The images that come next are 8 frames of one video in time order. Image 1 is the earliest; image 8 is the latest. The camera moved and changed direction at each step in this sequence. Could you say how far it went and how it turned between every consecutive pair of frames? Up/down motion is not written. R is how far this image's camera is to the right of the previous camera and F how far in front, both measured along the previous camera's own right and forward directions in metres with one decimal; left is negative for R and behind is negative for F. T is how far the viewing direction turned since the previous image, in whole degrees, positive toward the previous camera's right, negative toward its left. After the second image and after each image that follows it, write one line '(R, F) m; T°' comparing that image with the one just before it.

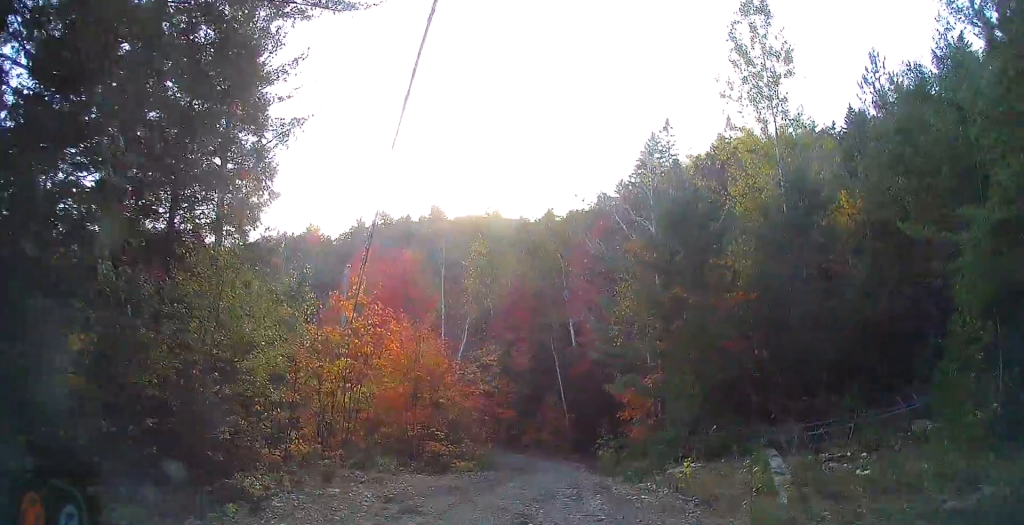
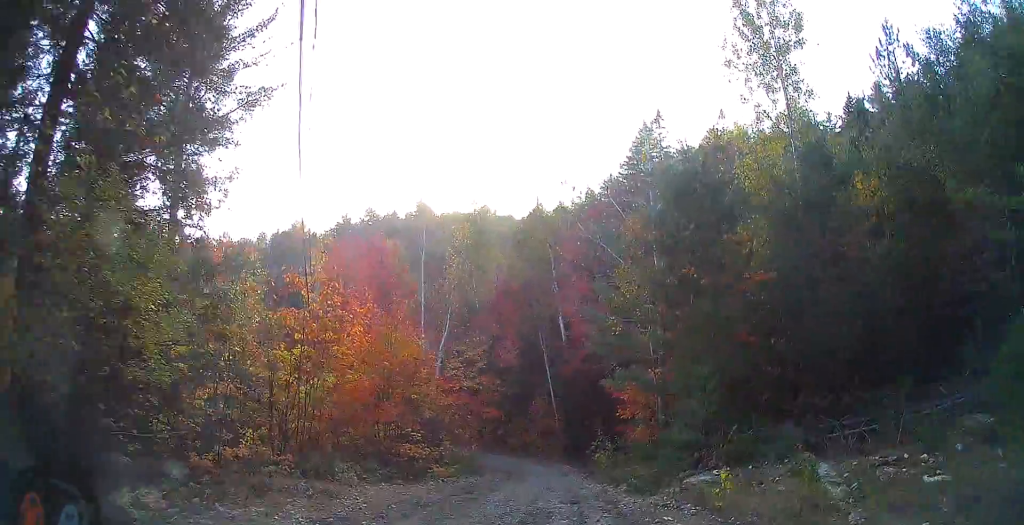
(+0.4, +2.3) m; +3°
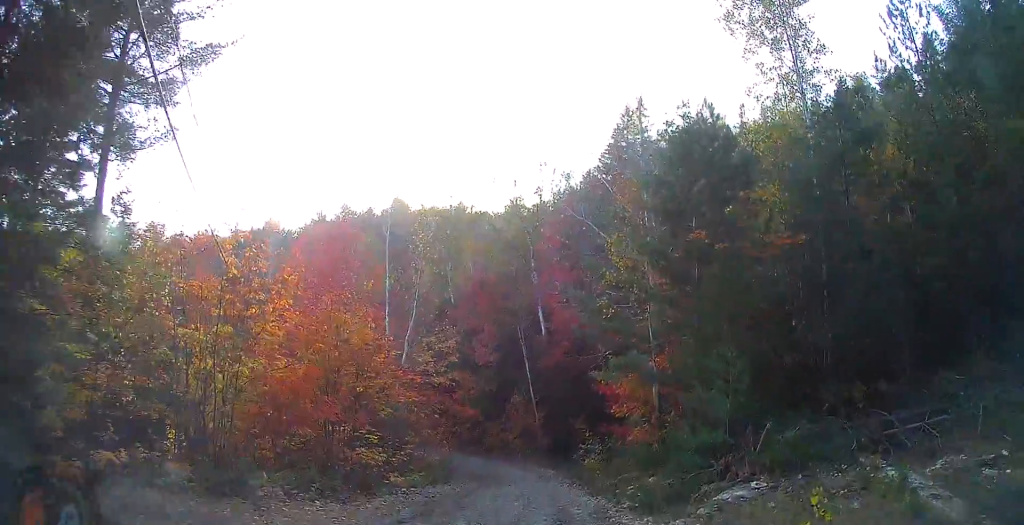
(+0.2, +2.8) m; +1°
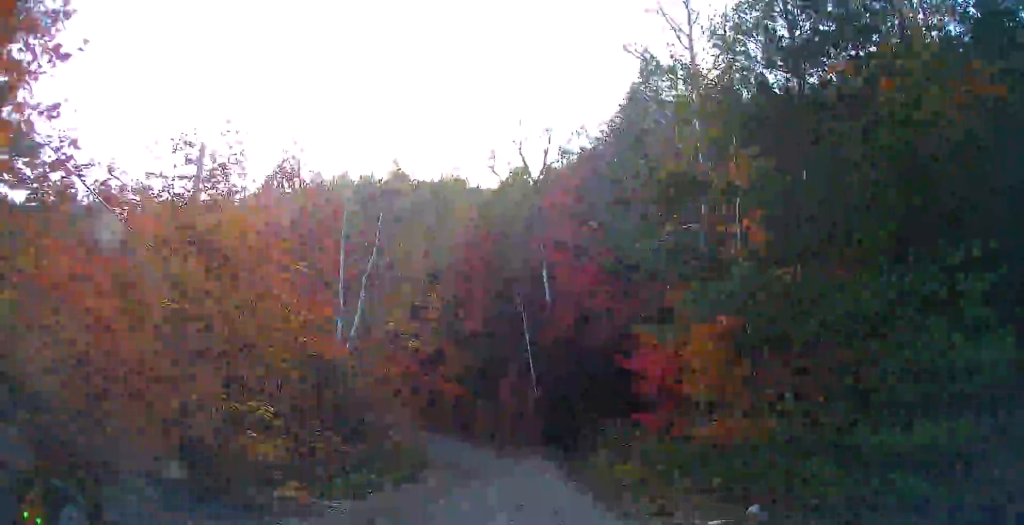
(-0.4, +6.7) m; -1°
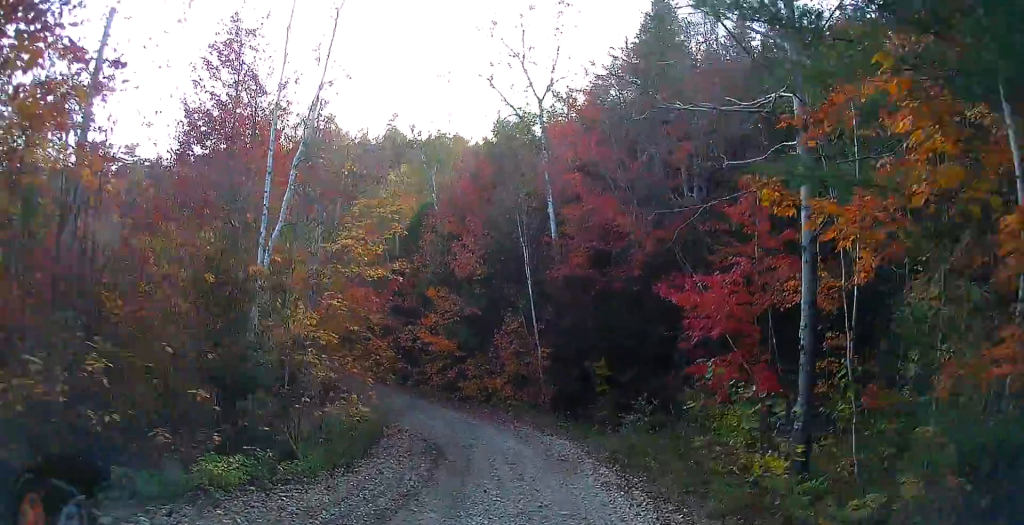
(+0.3, +5.5) m; +1°
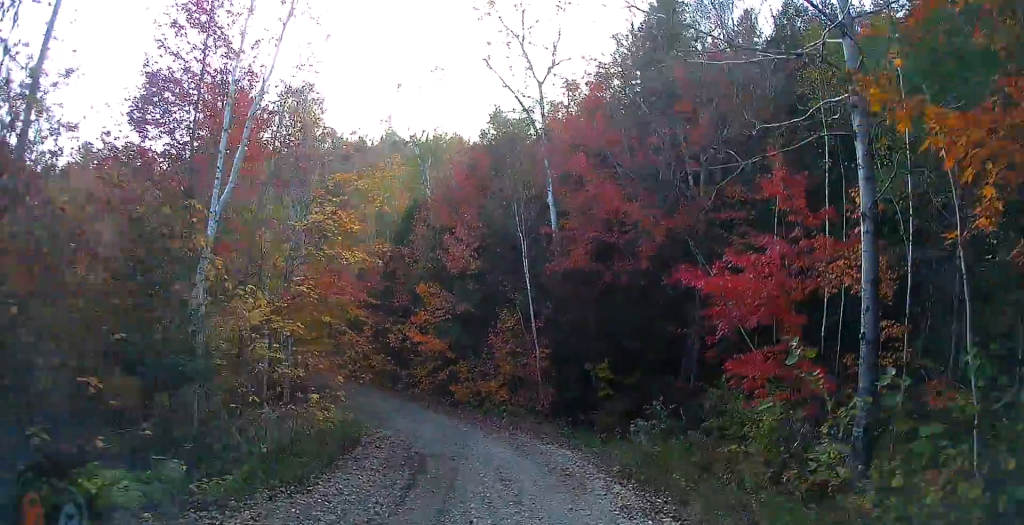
(0.0, +2.0) m; -1°
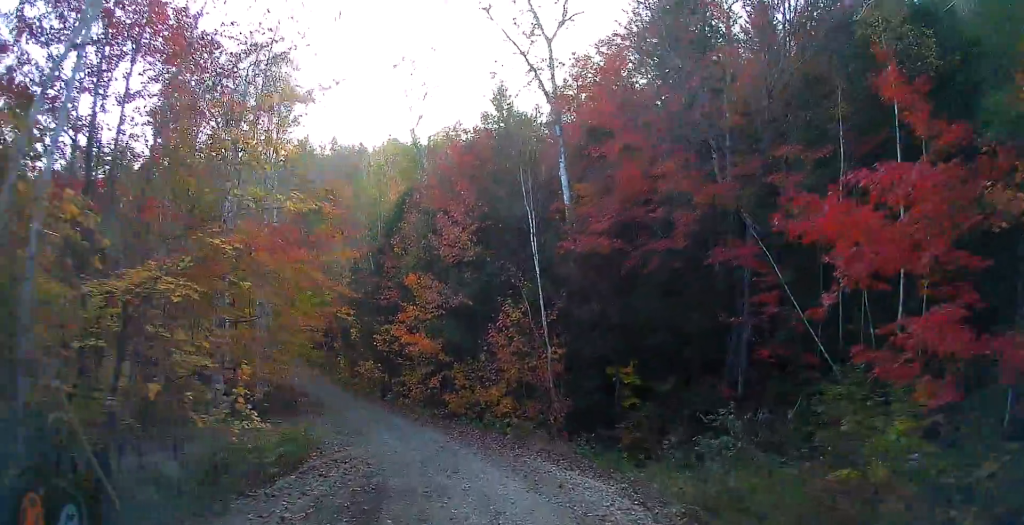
(-0.2, +3.9) m; -4°
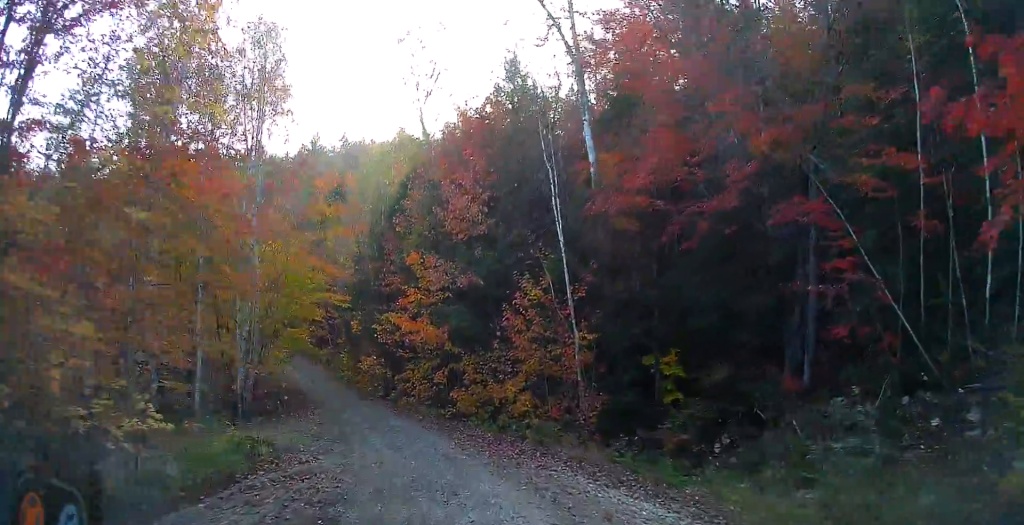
(0.0, +3.0) m; -3°
